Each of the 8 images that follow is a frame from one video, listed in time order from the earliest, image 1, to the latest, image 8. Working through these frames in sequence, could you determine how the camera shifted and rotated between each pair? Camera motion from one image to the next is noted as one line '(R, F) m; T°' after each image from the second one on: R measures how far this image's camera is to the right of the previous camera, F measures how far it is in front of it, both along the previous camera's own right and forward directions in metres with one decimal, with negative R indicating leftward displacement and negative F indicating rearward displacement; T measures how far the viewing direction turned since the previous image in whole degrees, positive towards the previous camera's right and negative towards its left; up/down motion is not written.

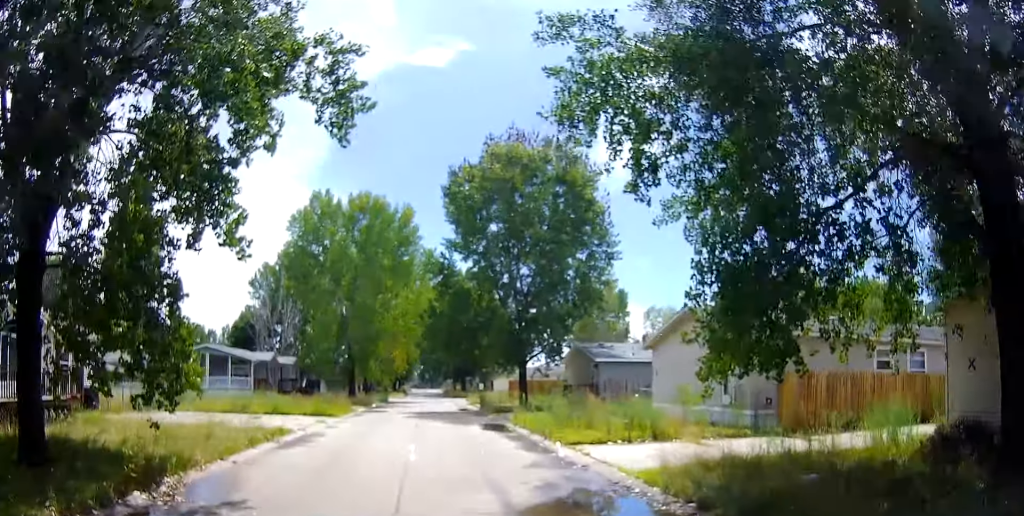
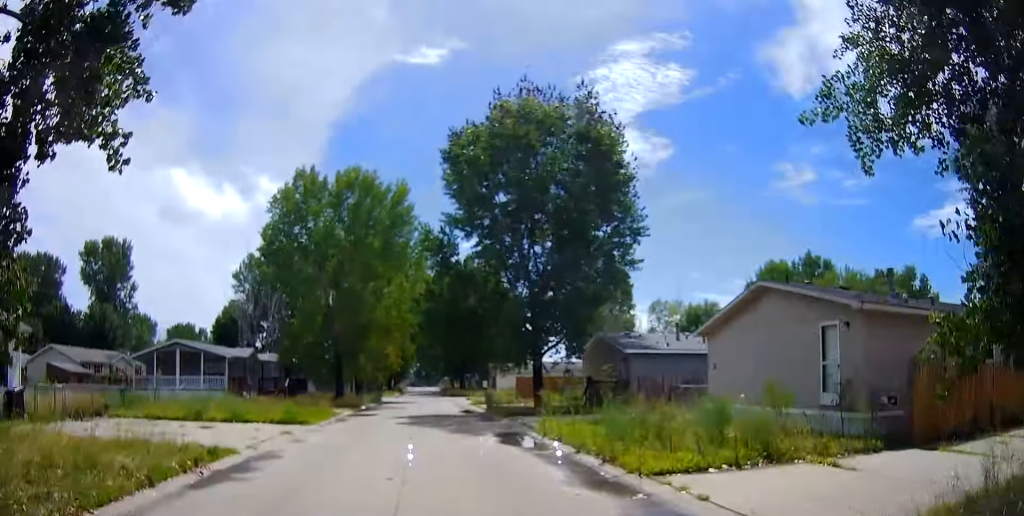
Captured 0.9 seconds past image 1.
(0.0, +5.6) m; 0°
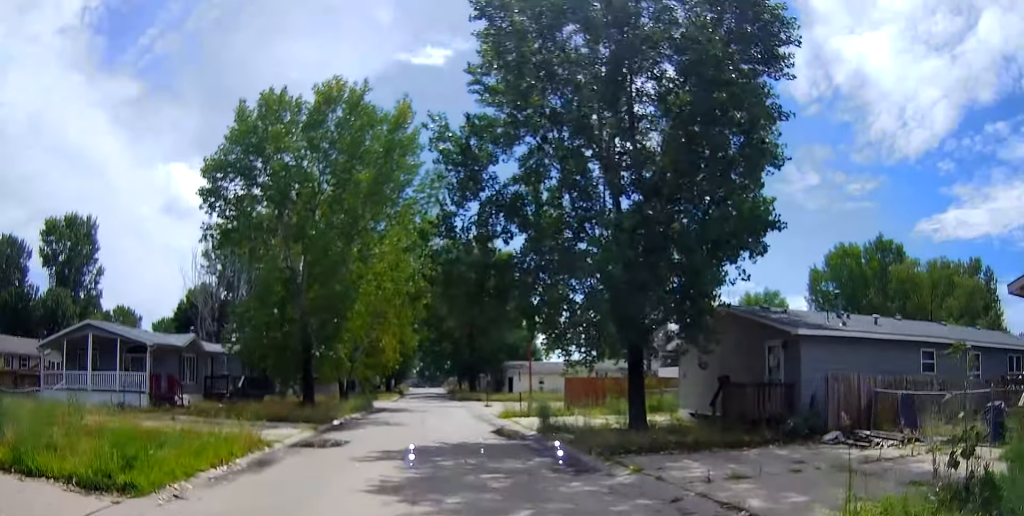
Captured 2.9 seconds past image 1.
(-0.4, +13.3) m; -3°
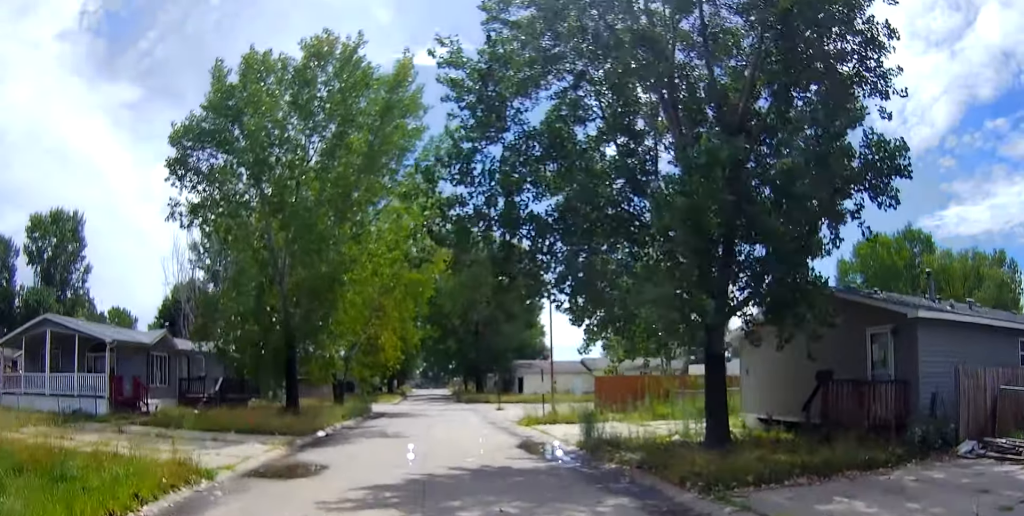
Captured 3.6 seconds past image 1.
(0.0, +4.7) m; +1°
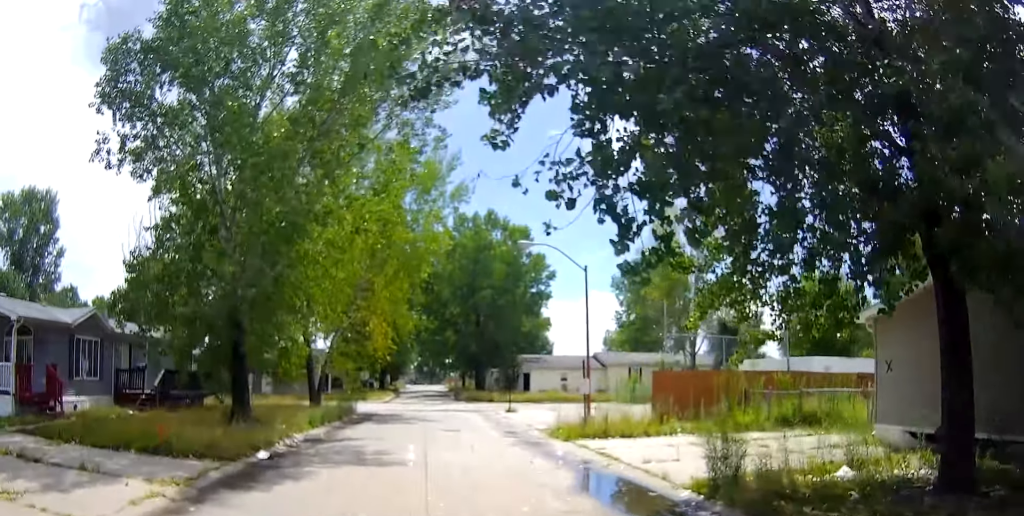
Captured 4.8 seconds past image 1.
(+0.2, +7.2) m; +2°
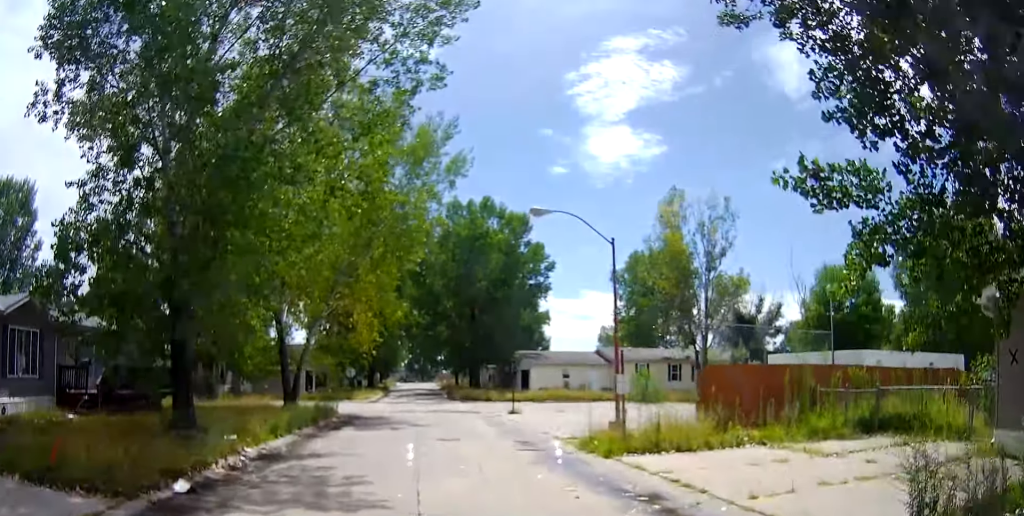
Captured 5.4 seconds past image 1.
(0.0, +4.6) m; 0°
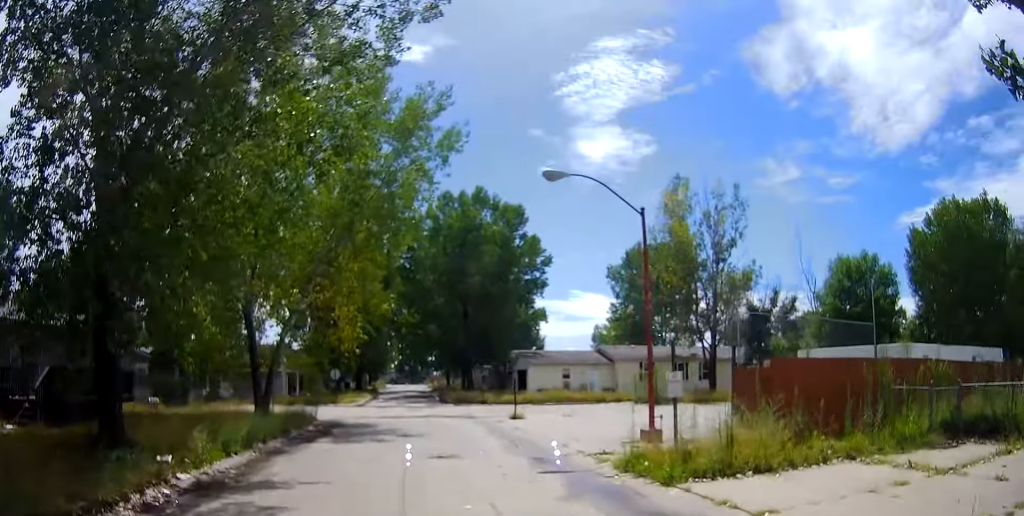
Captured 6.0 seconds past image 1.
(0.0, +3.7) m; +1°
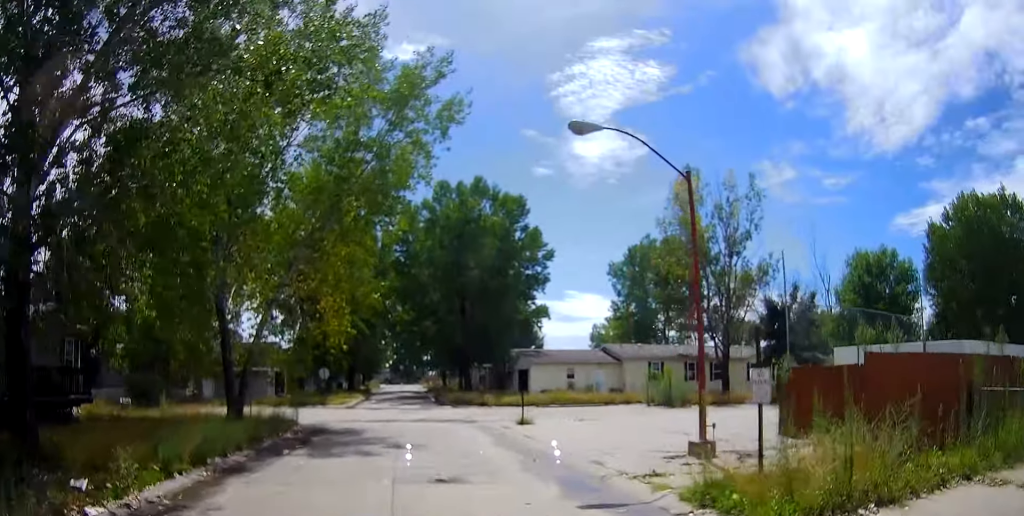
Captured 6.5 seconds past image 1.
(-0.1, +3.3) m; +2°
